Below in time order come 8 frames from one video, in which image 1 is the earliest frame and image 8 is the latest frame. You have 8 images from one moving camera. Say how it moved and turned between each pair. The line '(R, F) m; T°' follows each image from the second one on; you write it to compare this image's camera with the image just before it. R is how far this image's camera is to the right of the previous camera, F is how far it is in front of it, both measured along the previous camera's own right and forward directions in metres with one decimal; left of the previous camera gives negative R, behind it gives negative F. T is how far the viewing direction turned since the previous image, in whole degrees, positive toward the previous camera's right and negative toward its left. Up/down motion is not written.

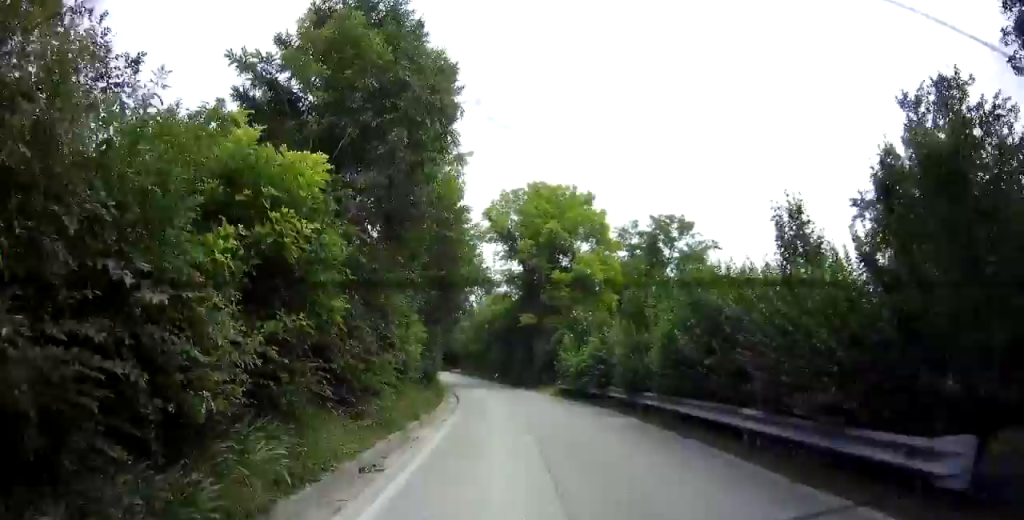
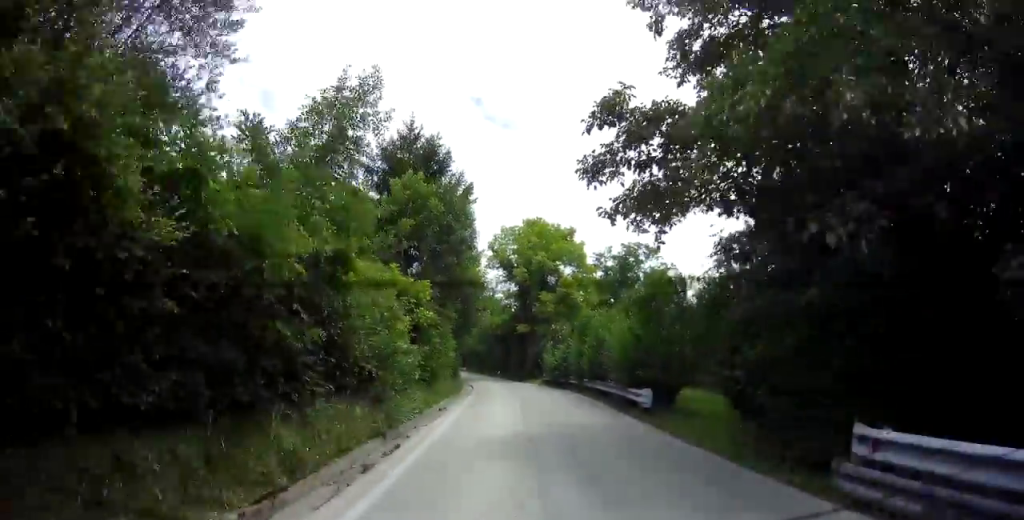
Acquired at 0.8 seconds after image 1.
(-0.7, +10.5) m; -1°
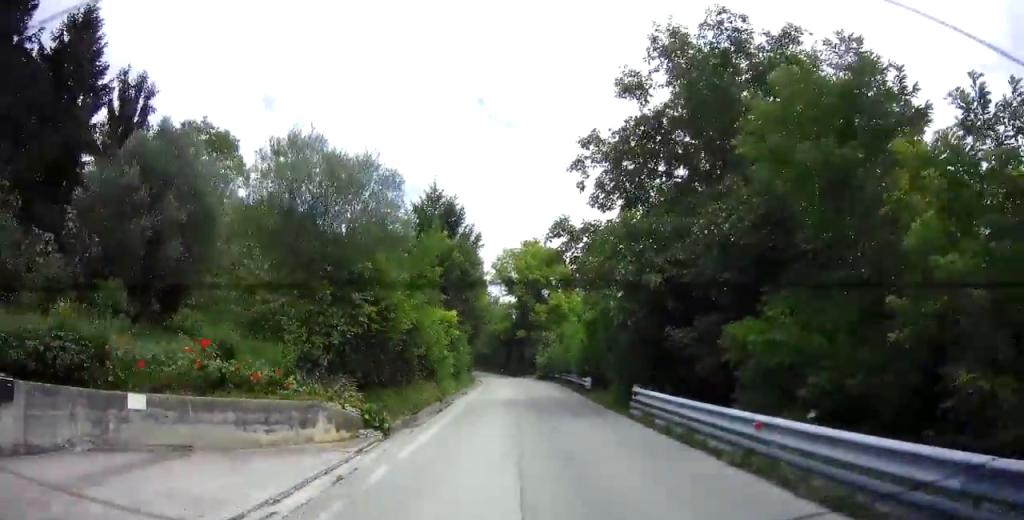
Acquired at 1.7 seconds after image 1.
(+0.4, +9.6) m; +2°
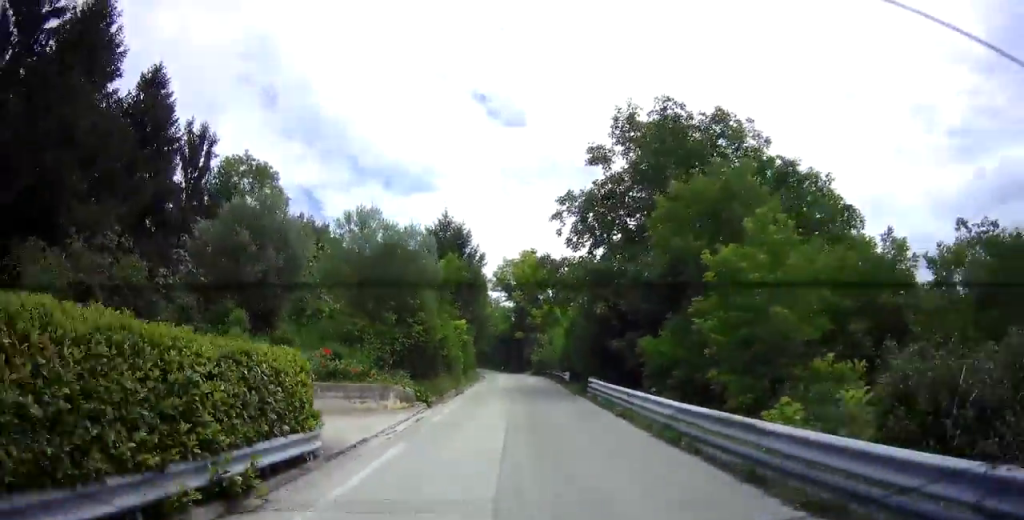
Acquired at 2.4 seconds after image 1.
(+0.1, +6.9) m; -4°
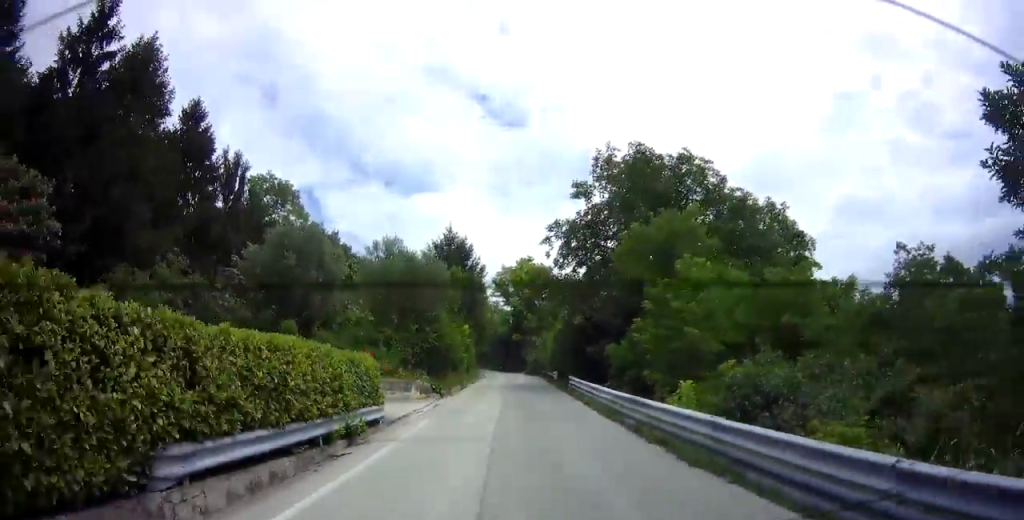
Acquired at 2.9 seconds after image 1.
(+0.3, +5.0) m; -4°
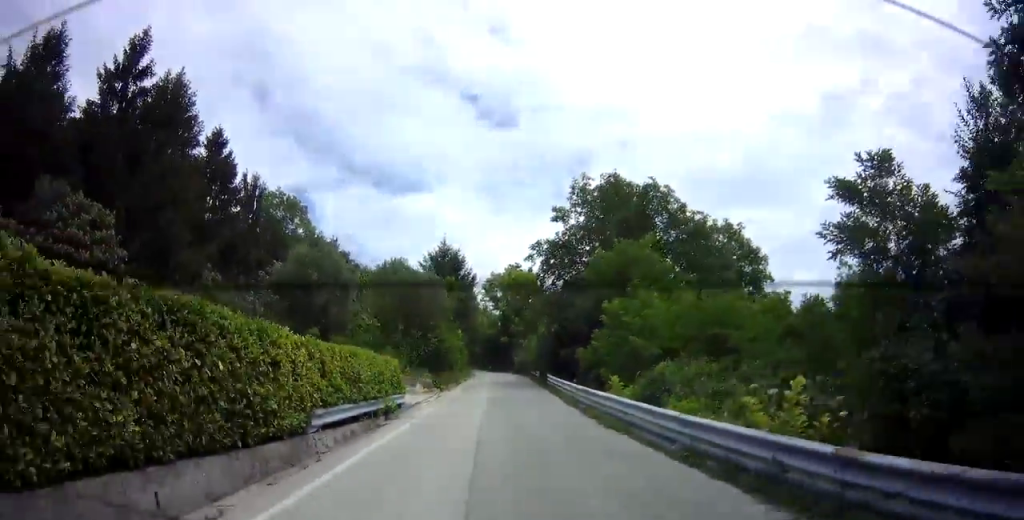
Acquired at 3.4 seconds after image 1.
(-0.7, +4.4) m; +1°
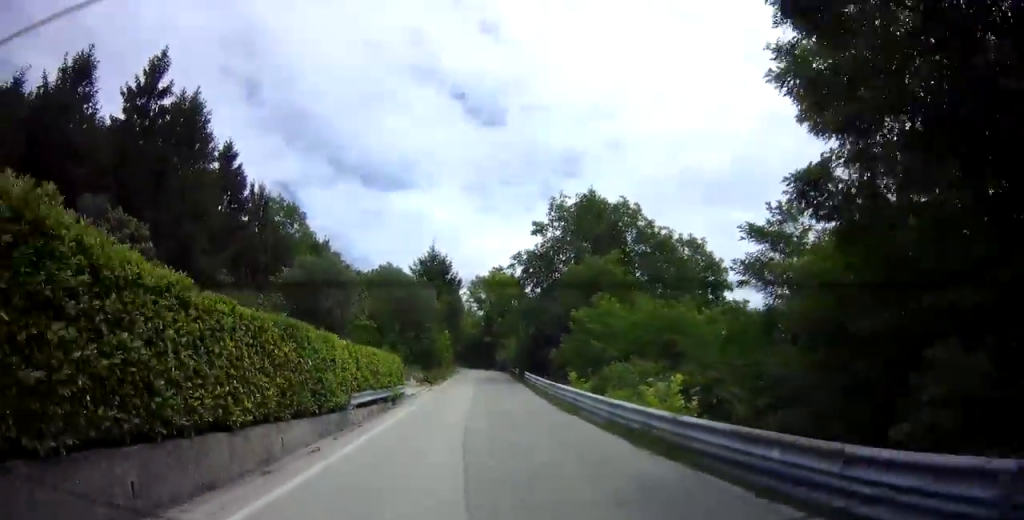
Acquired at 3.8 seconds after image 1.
(-0.7, +3.8) m; +1°
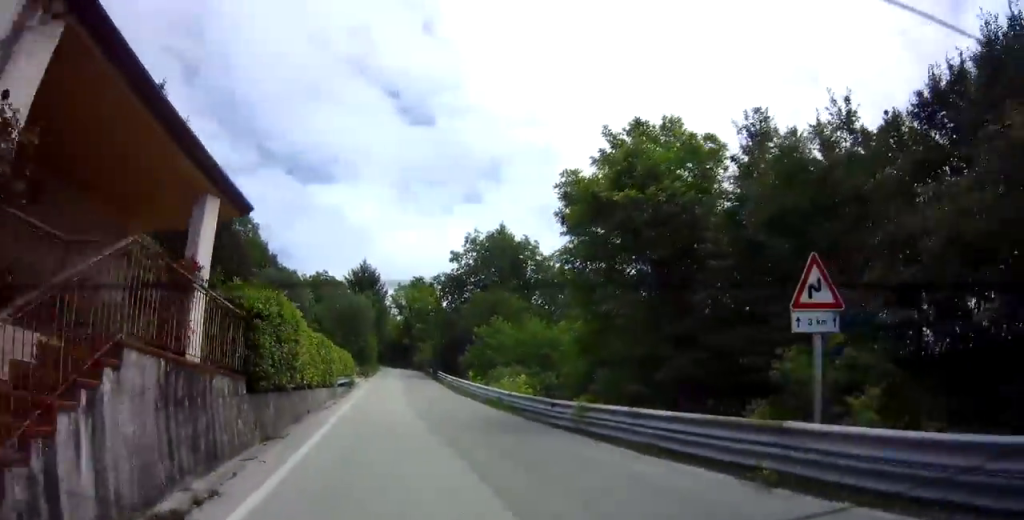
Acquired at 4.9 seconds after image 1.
(+1.7, +8.6) m; +20°
